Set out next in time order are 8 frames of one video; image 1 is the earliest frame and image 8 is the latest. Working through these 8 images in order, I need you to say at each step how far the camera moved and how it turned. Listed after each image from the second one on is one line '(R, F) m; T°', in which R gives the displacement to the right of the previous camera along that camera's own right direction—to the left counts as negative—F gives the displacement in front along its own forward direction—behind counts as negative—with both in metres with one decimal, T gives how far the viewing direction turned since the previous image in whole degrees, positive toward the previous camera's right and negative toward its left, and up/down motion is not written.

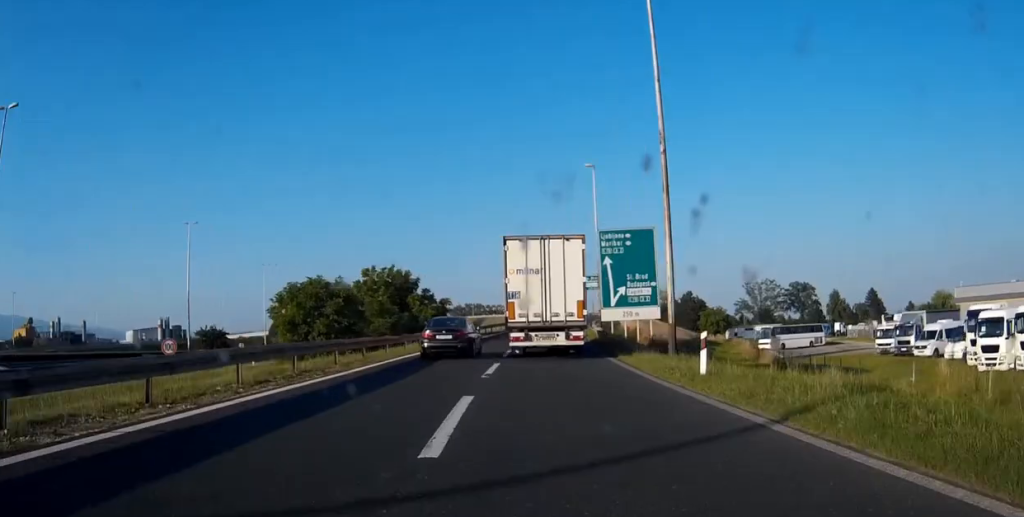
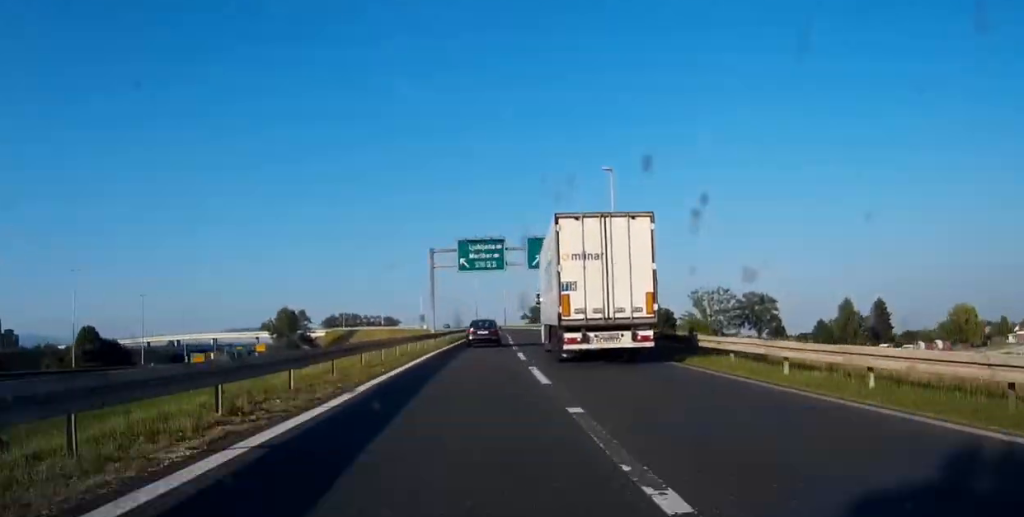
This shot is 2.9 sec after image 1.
(+4.2, +72.8) m; +4°
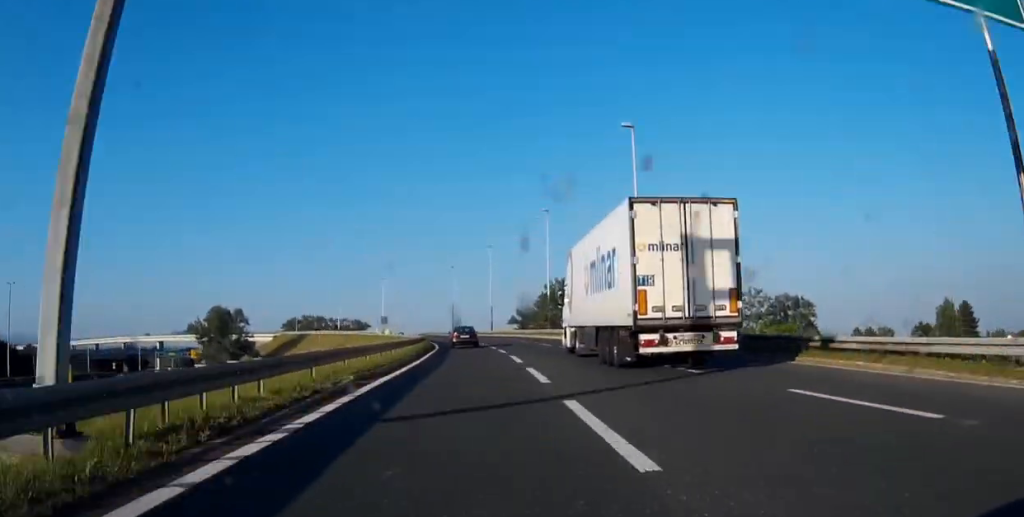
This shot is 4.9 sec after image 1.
(+0.5, +50.1) m; -3°
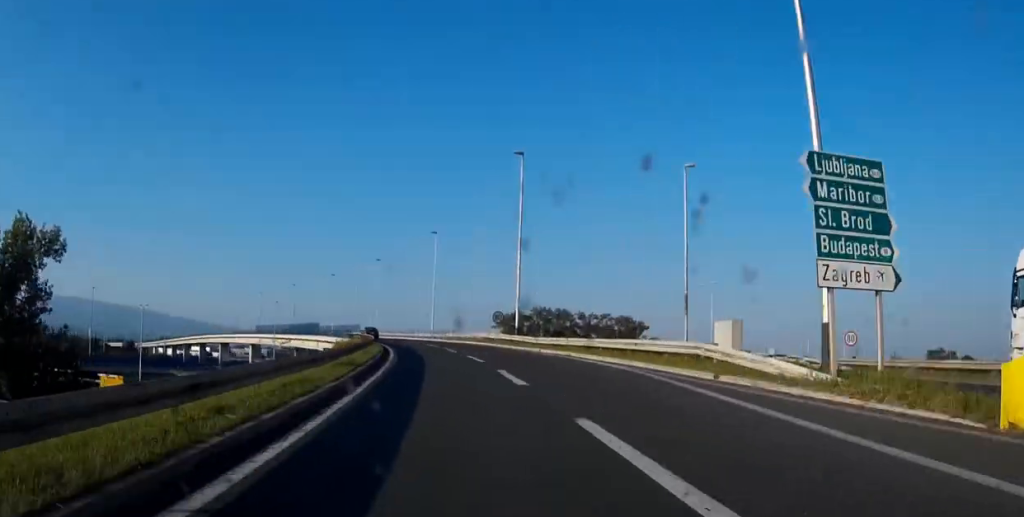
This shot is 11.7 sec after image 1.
(-23.2, +167.9) m; -21°
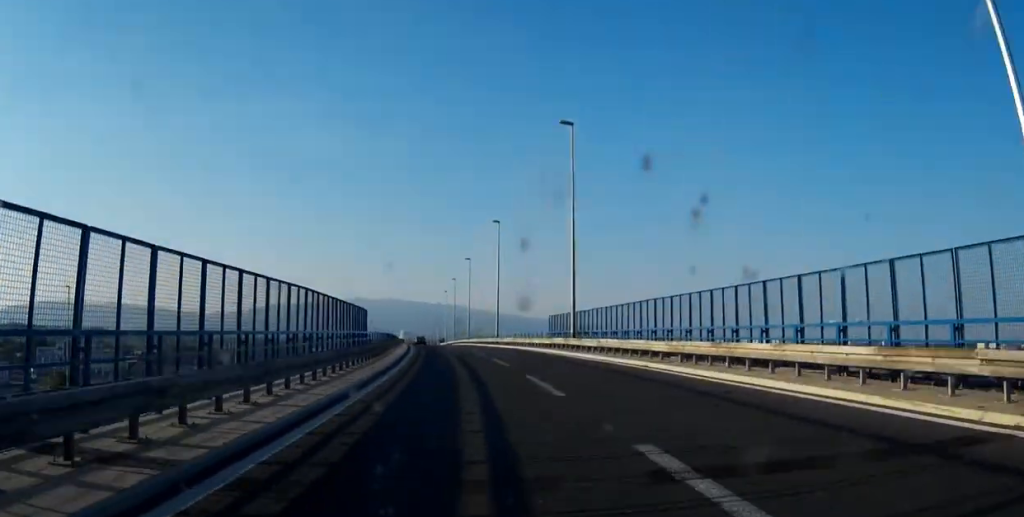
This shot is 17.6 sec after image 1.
(-31.5, +148.1) m; -19°
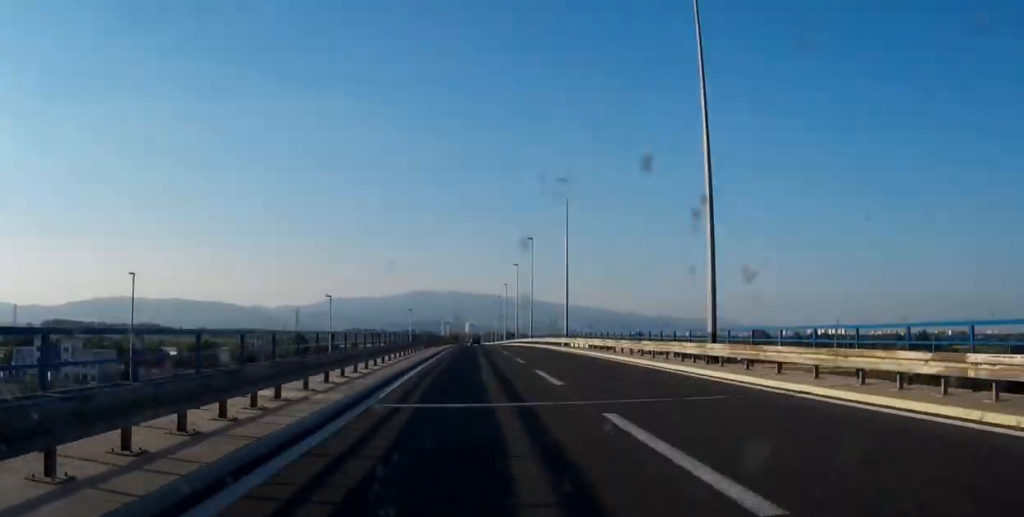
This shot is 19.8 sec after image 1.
(-2.5, +56.4) m; -3°
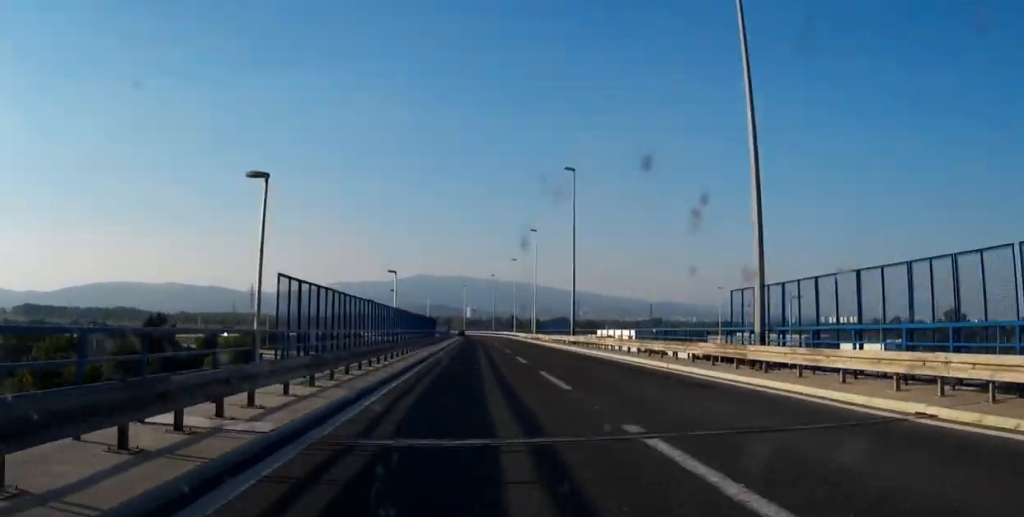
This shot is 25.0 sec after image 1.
(-3.6, +140.5) m; -3°
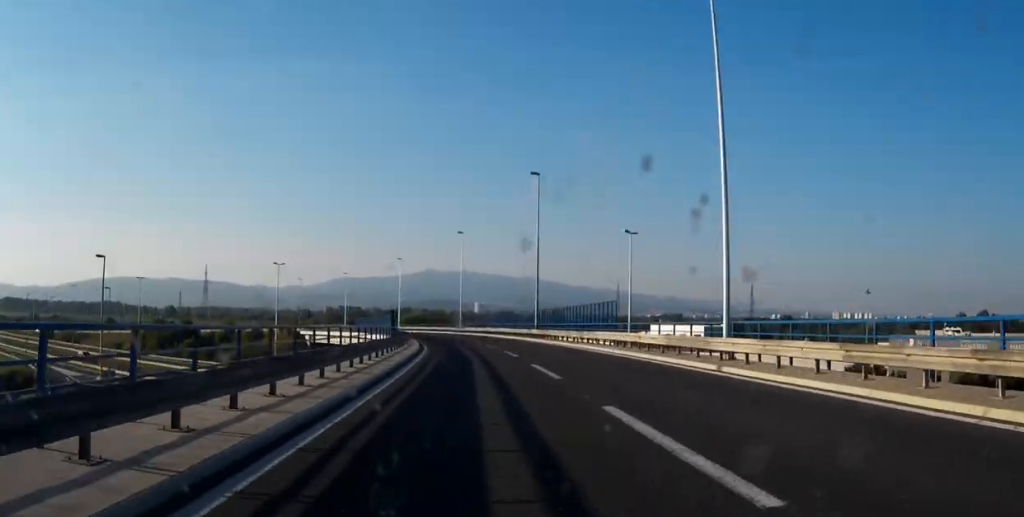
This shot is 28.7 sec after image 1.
(-2.1, +101.8) m; -7°
